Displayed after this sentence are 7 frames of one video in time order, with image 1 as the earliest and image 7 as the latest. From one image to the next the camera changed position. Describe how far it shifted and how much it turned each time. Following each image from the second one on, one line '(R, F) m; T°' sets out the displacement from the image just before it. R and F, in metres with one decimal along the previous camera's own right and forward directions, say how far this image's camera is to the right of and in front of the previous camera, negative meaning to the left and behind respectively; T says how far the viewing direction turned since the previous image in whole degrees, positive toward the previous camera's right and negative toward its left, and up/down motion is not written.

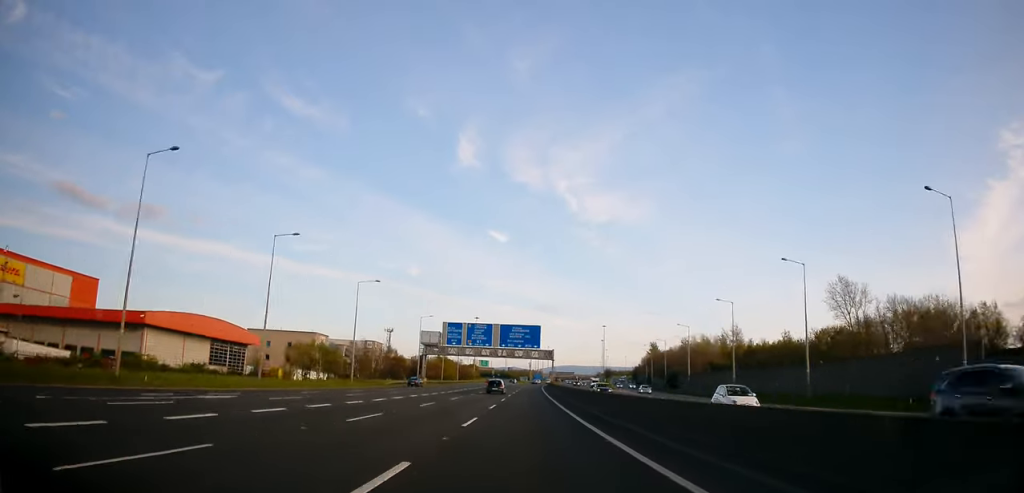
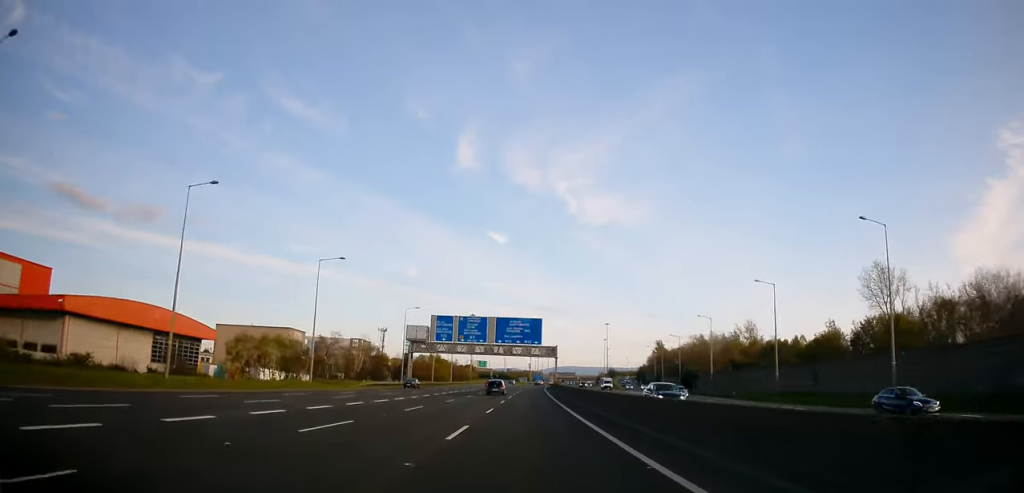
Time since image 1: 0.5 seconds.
(-0.1, +16.4) m; 0°
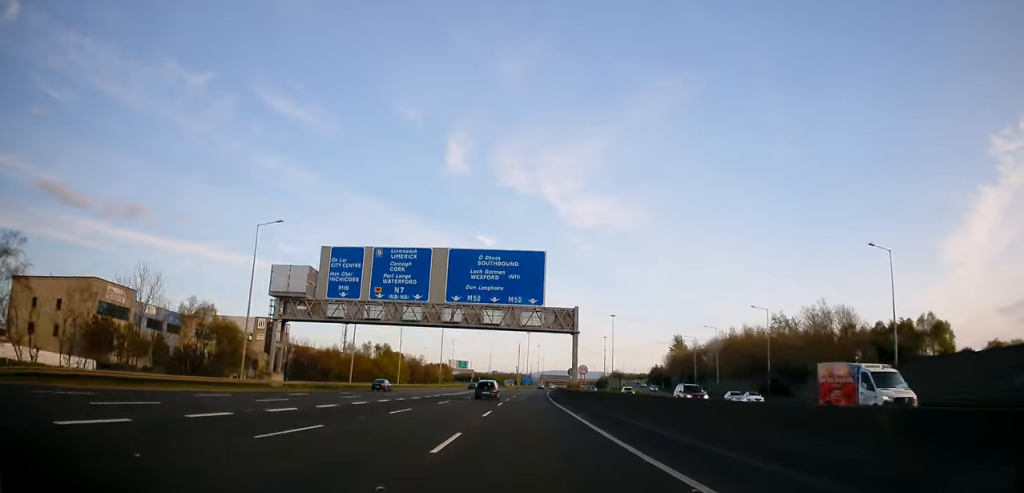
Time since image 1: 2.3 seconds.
(+0.5, +61.0) m; +1°
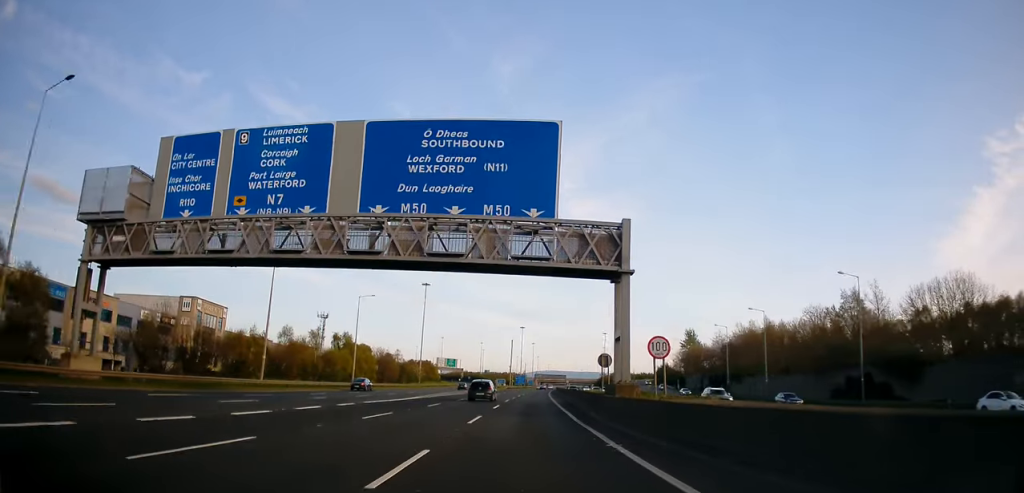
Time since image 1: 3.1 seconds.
(0.0, +28.3) m; +1°
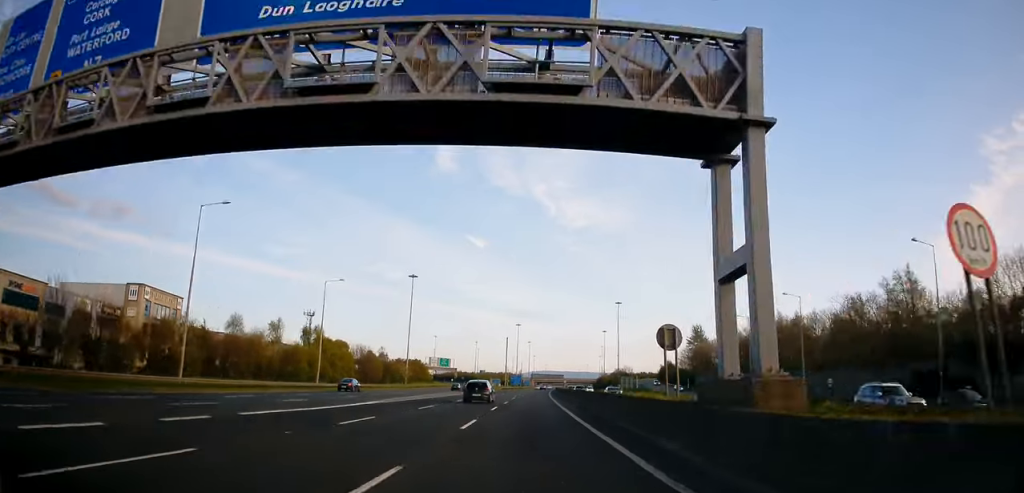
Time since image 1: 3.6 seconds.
(-0.2, +14.8) m; +1°
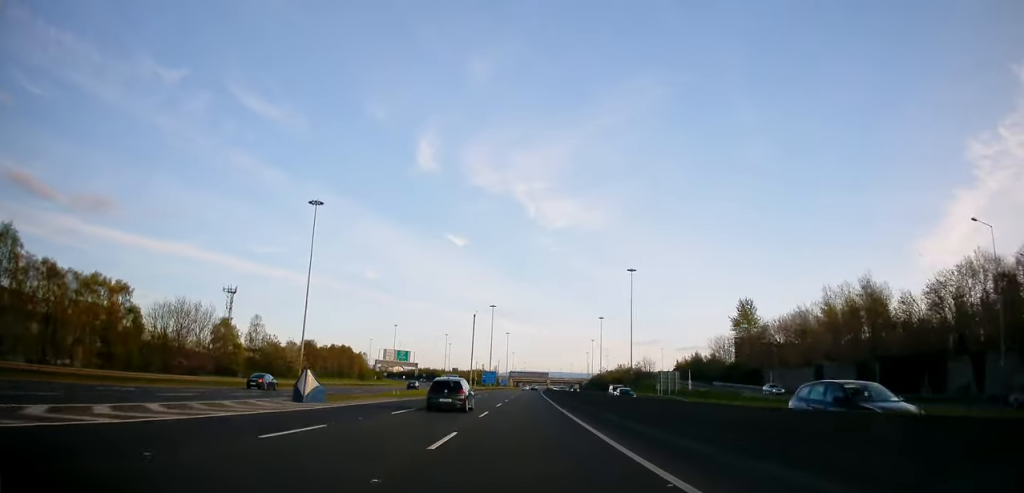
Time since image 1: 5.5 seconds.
(+1.1, +65.6) m; +1°
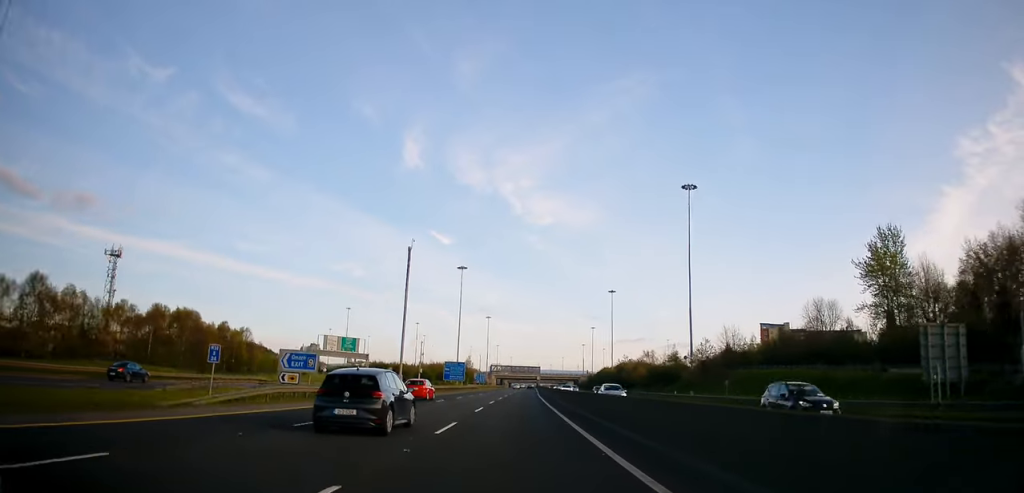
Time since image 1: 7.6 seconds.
(+1.2, +69.7) m; +1°
